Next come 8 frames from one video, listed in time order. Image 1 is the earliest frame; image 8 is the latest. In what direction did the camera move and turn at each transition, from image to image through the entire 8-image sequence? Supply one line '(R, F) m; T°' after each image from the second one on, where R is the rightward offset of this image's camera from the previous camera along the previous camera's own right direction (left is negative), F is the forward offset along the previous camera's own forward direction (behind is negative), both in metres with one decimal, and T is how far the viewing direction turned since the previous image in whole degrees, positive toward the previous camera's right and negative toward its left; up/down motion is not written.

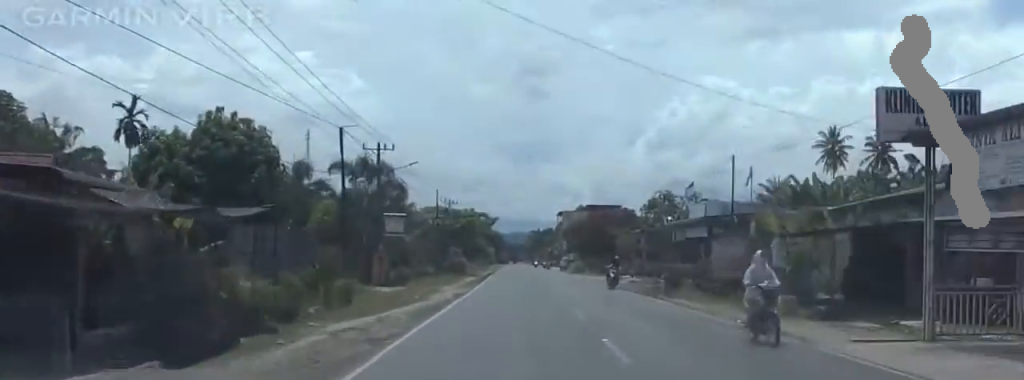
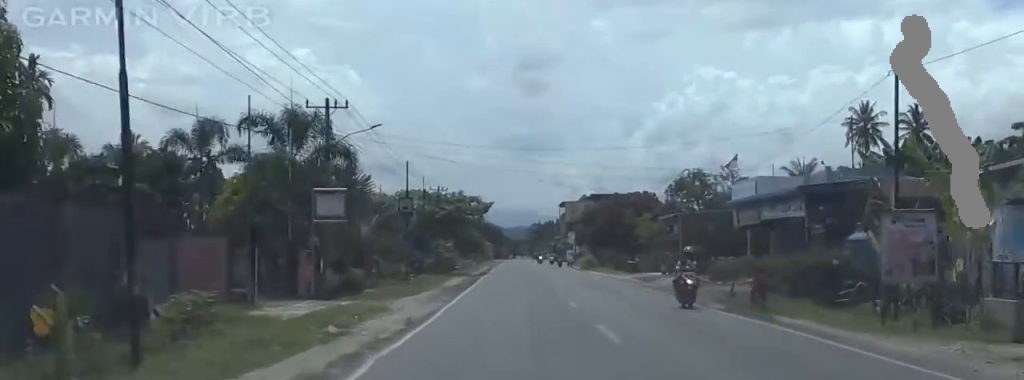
(+0.3, +15.0) m; +2°
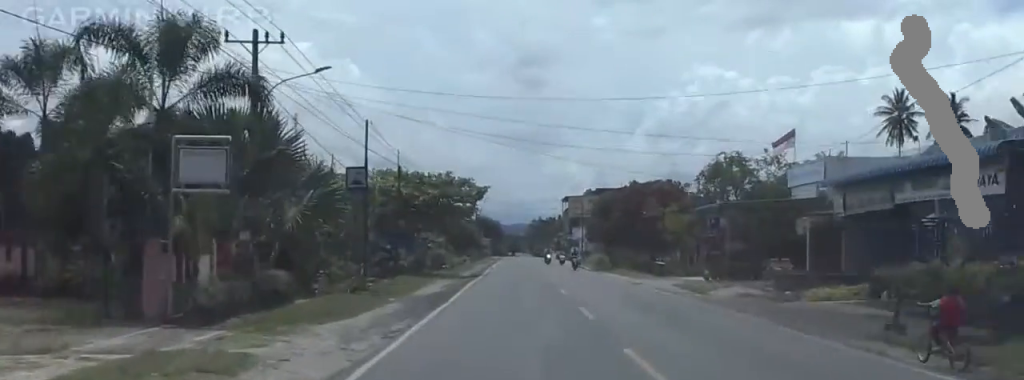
(+0.4, +12.0) m; 0°
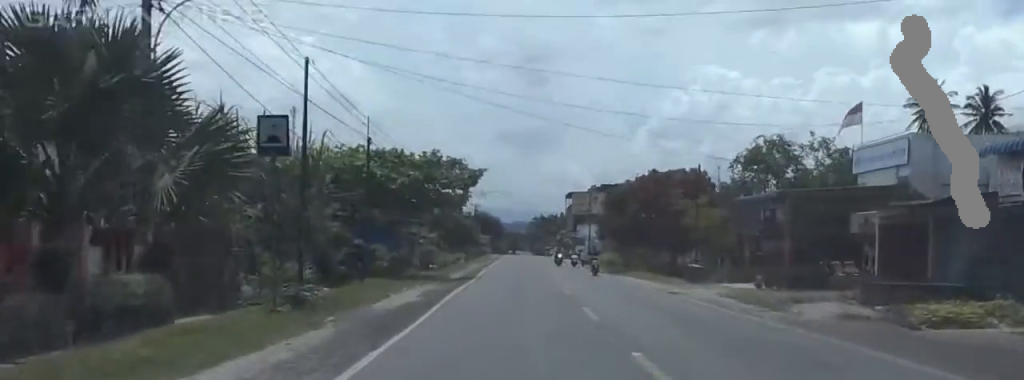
(-0.5, +9.1) m; 0°
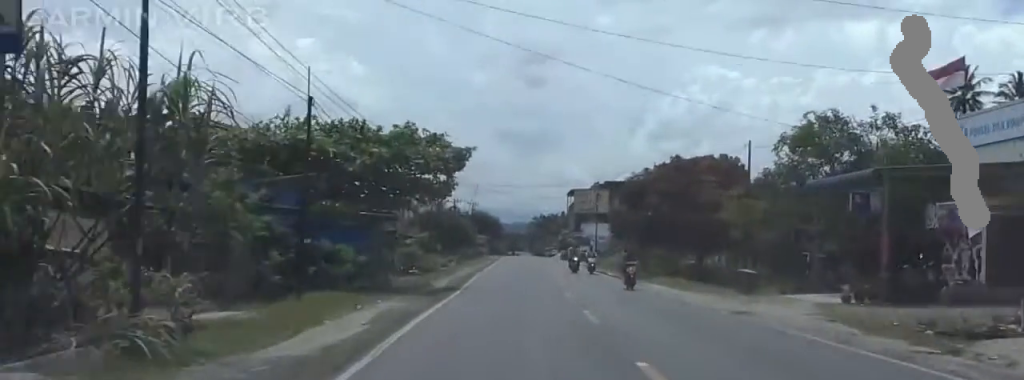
(+0.1, +9.2) m; 0°
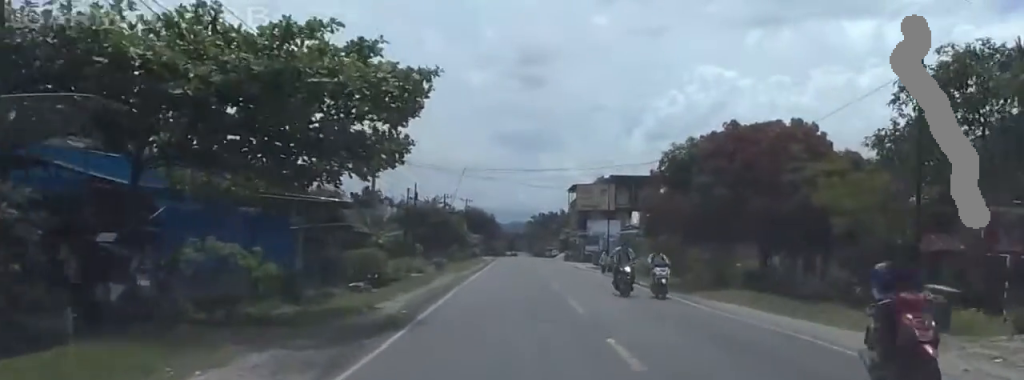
(+0.4, +14.1) m; 0°
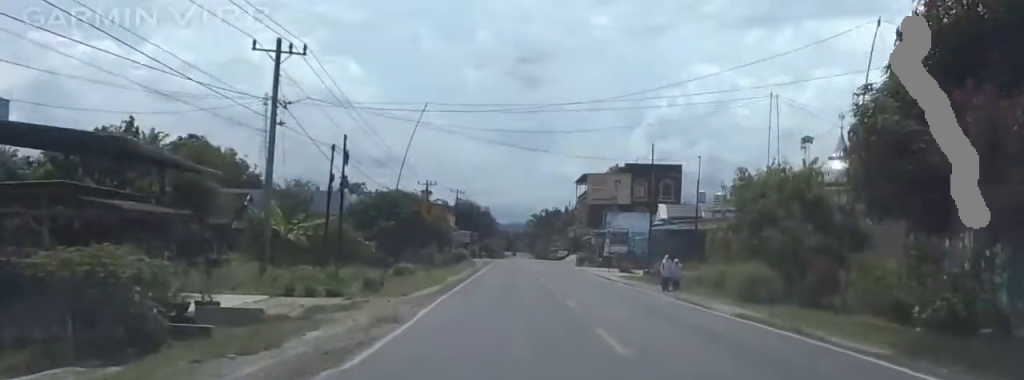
(-0.1, +23.4) m; -1°
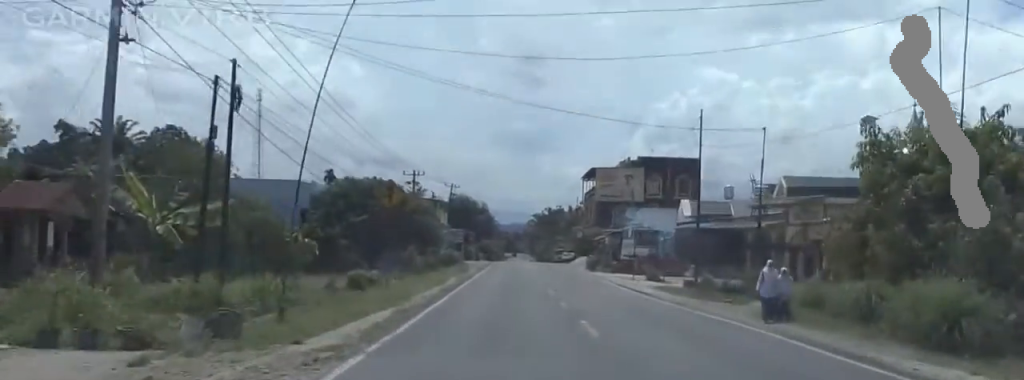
(-0.5, +13.3) m; -3°
